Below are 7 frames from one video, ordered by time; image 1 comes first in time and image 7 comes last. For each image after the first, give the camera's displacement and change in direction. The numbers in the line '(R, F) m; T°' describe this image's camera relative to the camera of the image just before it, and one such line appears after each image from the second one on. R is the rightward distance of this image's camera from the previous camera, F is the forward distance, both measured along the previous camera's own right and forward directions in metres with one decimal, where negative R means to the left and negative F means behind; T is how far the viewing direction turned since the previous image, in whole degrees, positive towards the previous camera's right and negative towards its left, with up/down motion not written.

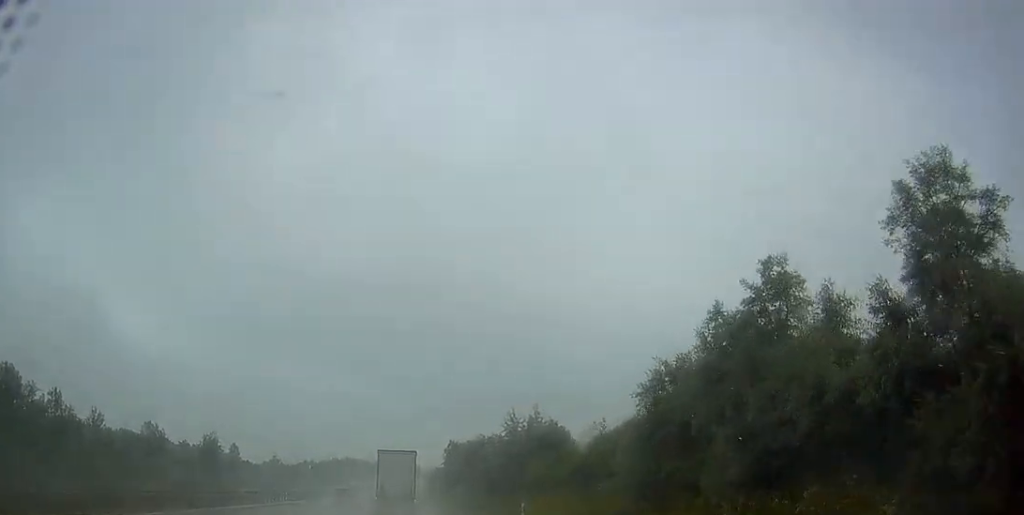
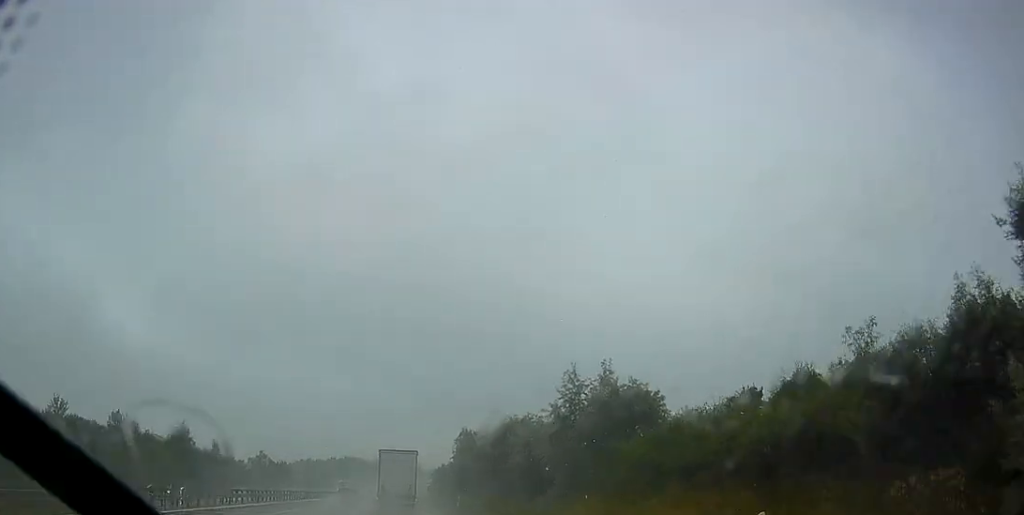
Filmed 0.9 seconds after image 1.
(+0.4, +19.8) m; +1°
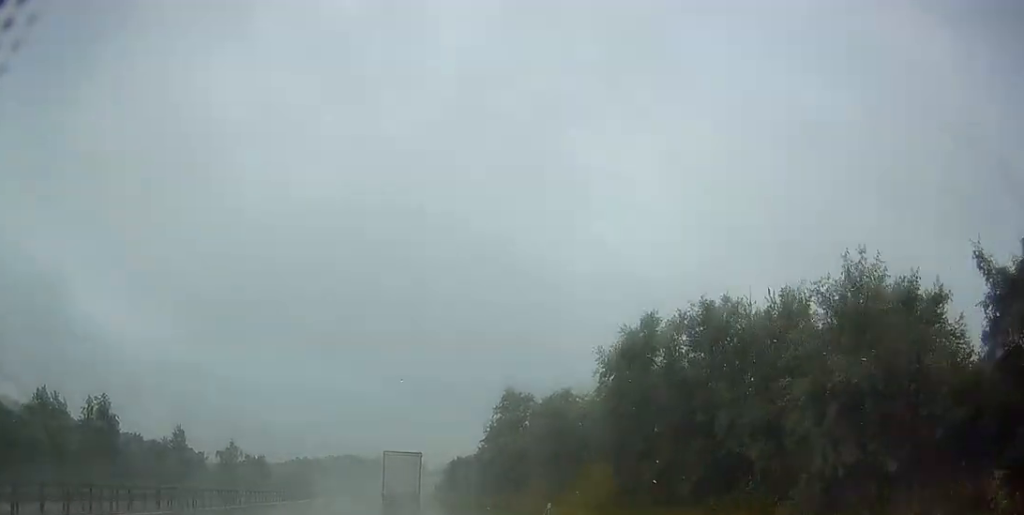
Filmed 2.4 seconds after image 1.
(-0.2, +34.5) m; -1°
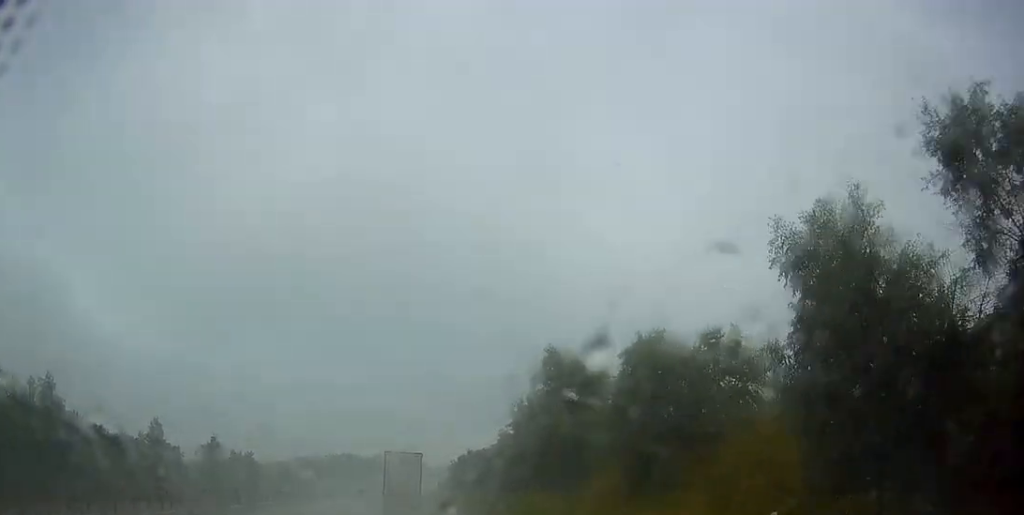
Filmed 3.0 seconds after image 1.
(-0.1, +15.5) m; -1°
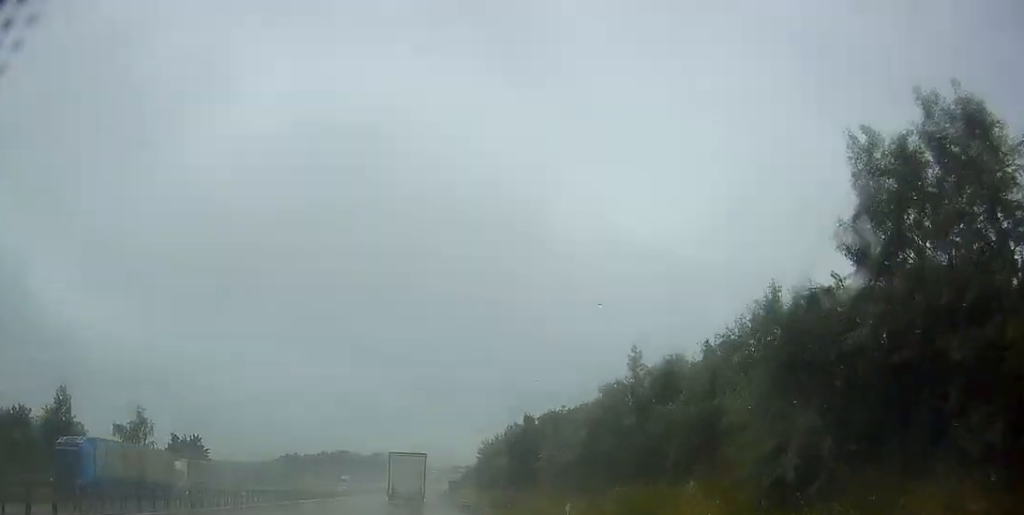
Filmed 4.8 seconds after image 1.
(+0.8, +41.9) m; +1°
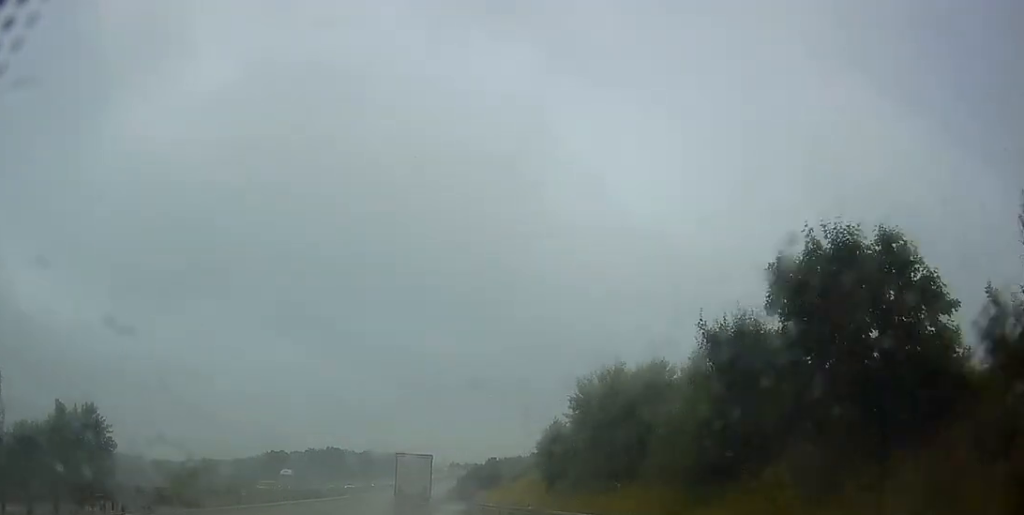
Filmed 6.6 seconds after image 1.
(-0.2, +40.2) m; +1°
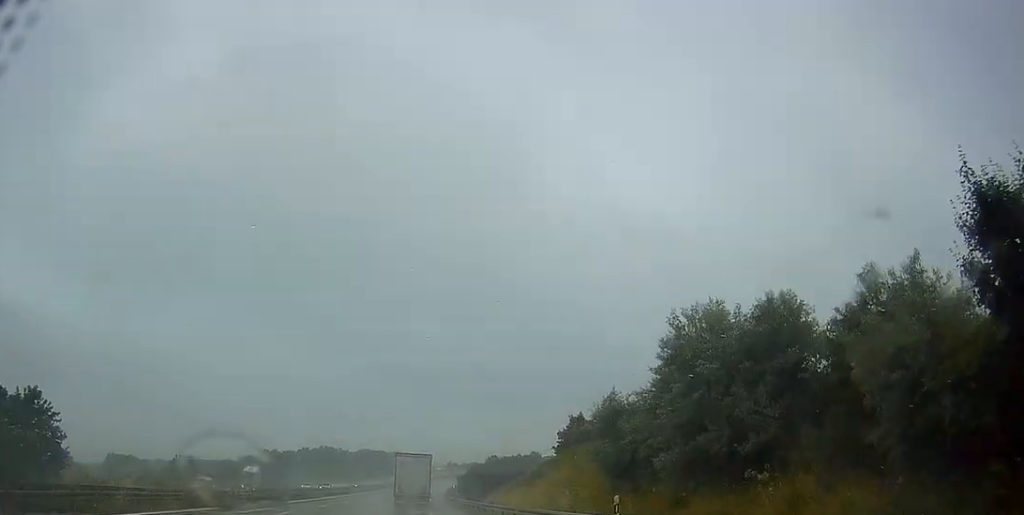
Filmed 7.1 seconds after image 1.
(+0.1, +12.3) m; 0°
